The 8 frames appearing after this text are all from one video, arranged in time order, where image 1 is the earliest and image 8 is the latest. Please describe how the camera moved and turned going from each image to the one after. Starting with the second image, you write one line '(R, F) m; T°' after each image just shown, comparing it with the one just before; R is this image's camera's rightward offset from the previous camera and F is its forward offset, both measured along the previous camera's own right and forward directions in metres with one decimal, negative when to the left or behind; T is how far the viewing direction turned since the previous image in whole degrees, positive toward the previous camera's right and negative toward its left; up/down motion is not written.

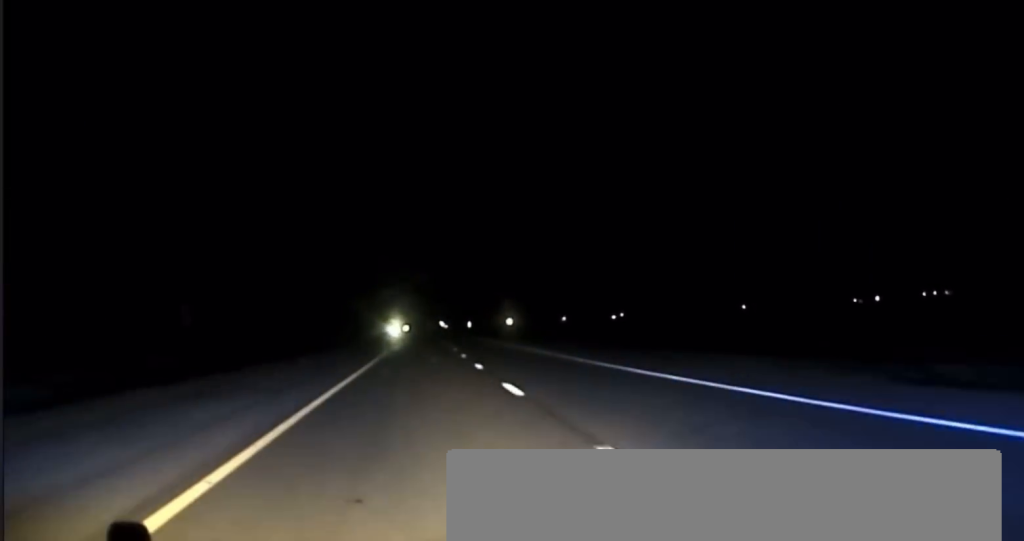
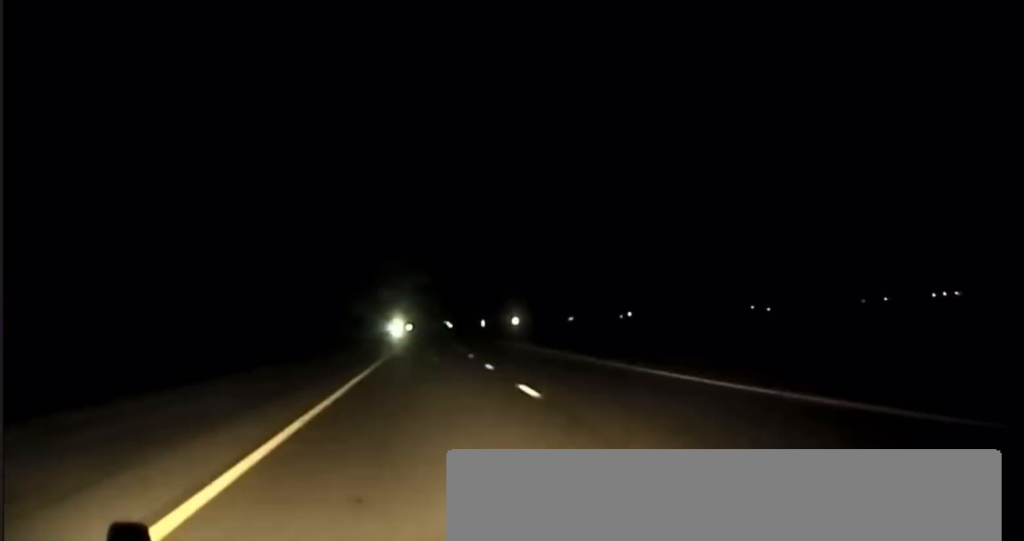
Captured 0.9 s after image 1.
(0.0, +37.6) m; 0°
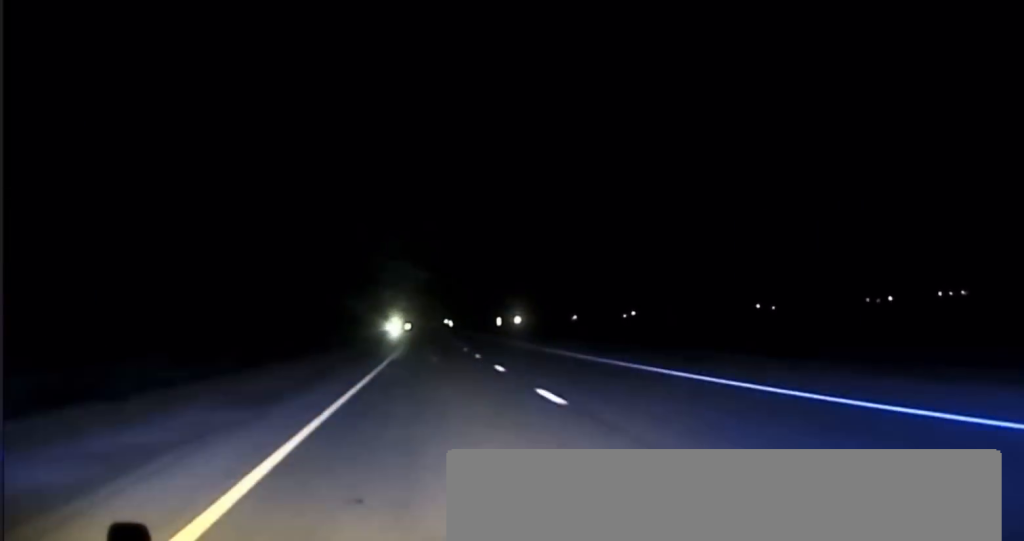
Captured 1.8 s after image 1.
(+0.3, +38.9) m; 0°
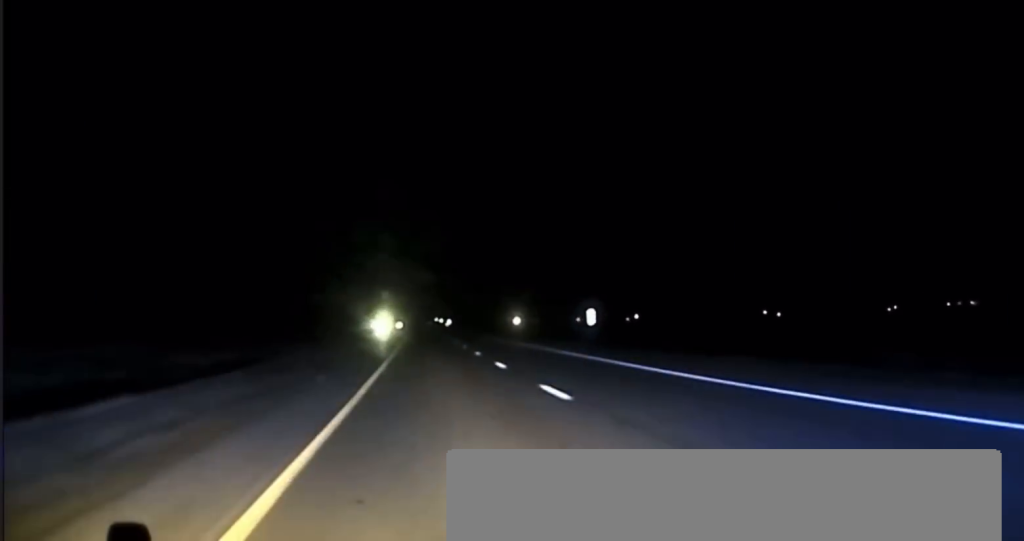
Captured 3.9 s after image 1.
(-1.1, +85.2) m; 0°
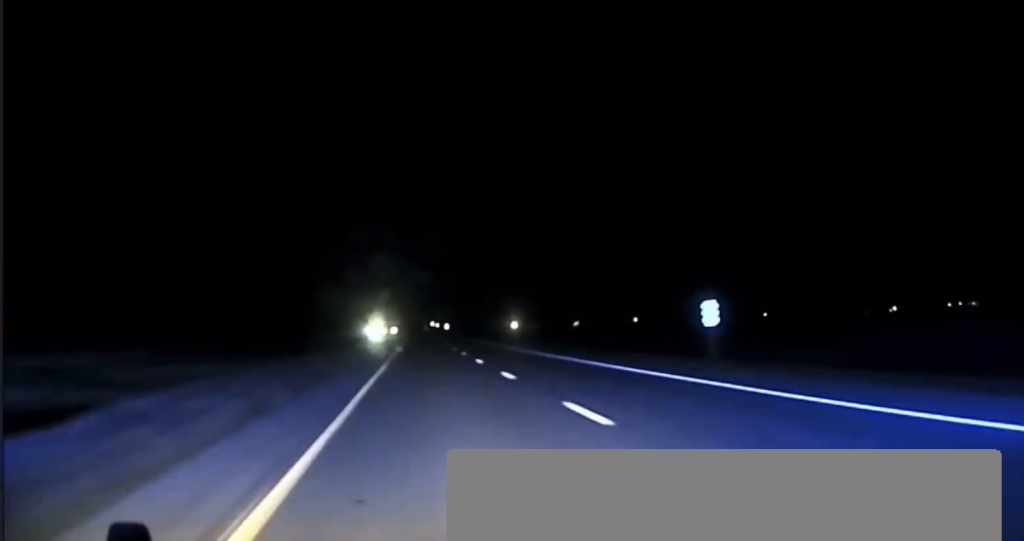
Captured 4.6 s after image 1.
(+0.8, +28.3) m; 0°
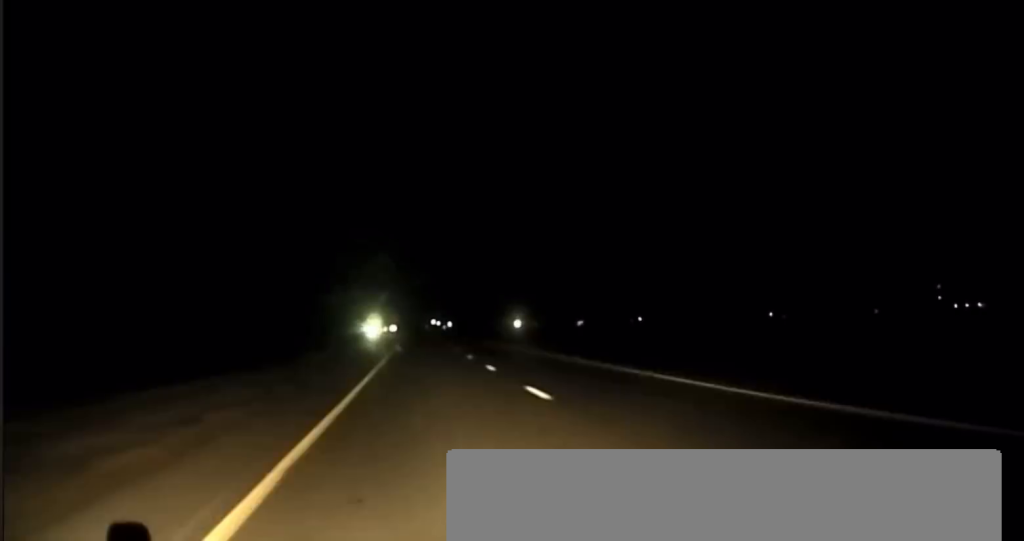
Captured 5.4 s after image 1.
(-0.2, +32.3) m; 0°
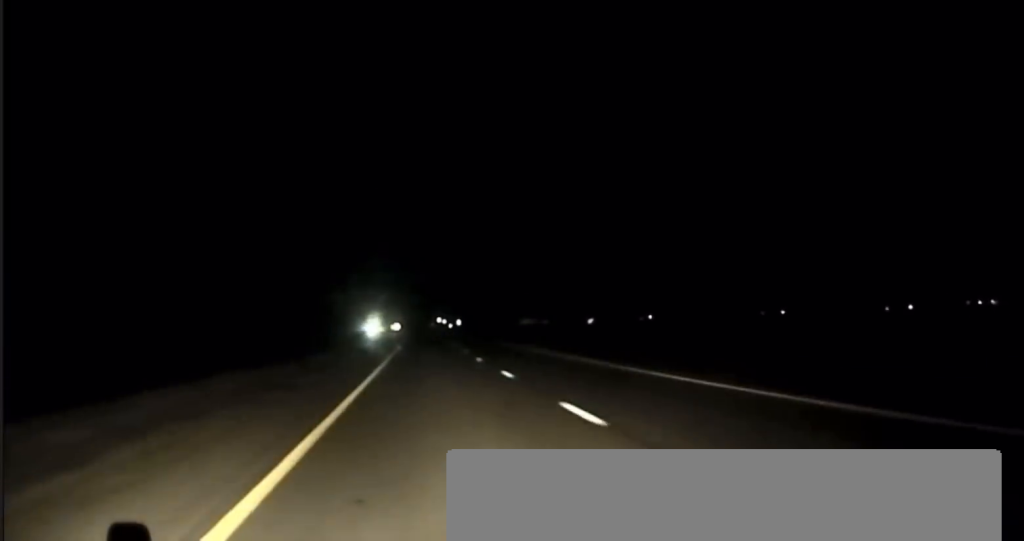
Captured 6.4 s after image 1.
(-0.3, +41.6) m; 0°
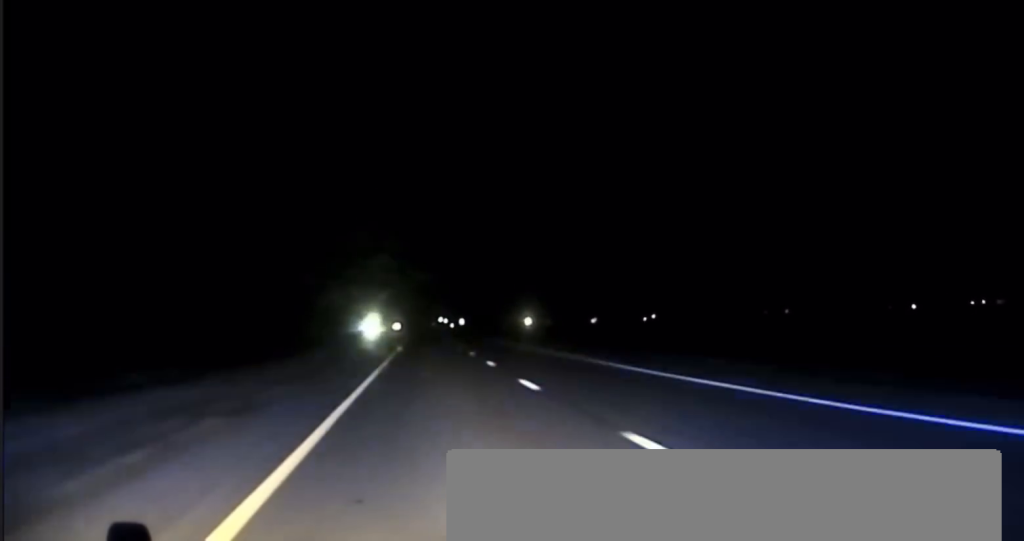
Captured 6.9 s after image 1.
(+0.1, +17.4) m; 0°
